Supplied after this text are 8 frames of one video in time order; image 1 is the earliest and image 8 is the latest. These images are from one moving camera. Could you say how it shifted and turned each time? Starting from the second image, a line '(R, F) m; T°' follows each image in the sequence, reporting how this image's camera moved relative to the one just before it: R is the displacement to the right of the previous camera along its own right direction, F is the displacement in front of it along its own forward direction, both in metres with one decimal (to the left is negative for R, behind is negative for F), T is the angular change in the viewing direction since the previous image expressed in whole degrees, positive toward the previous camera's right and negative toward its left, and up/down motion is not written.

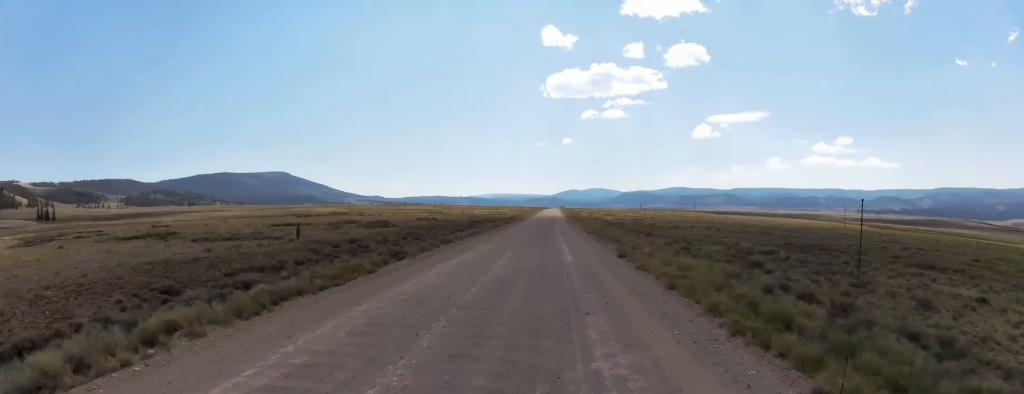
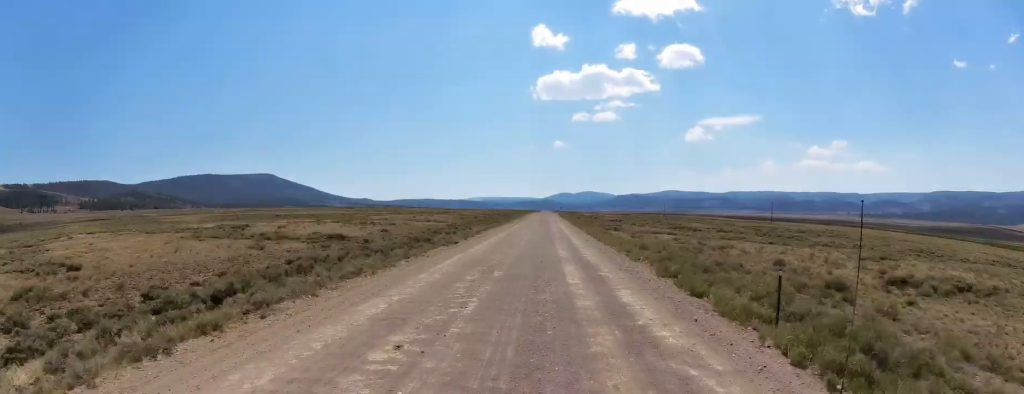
(+0.8, +126.6) m; 0°
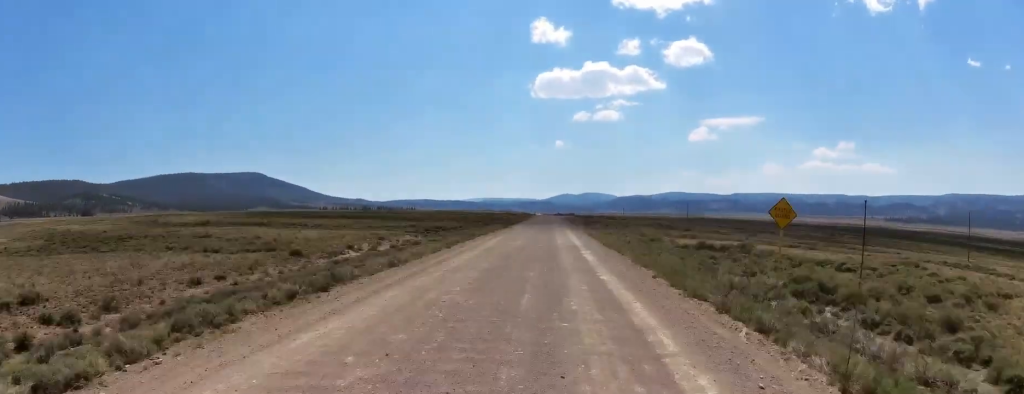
(+1.3, +240.5) m; 0°
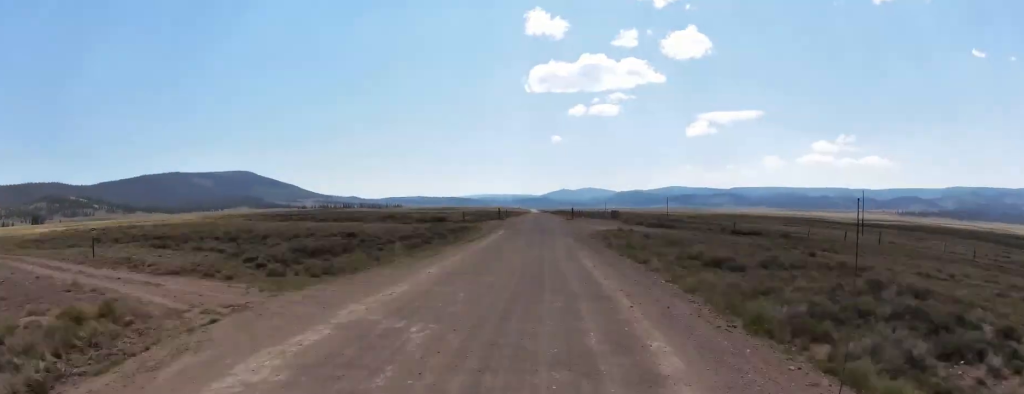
(-0.7, +121.2) m; -1°
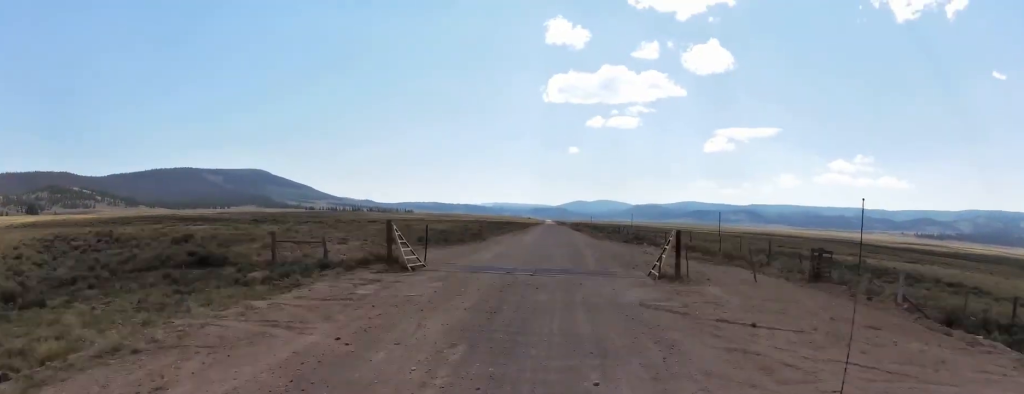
(-0.4, +66.9) m; 0°
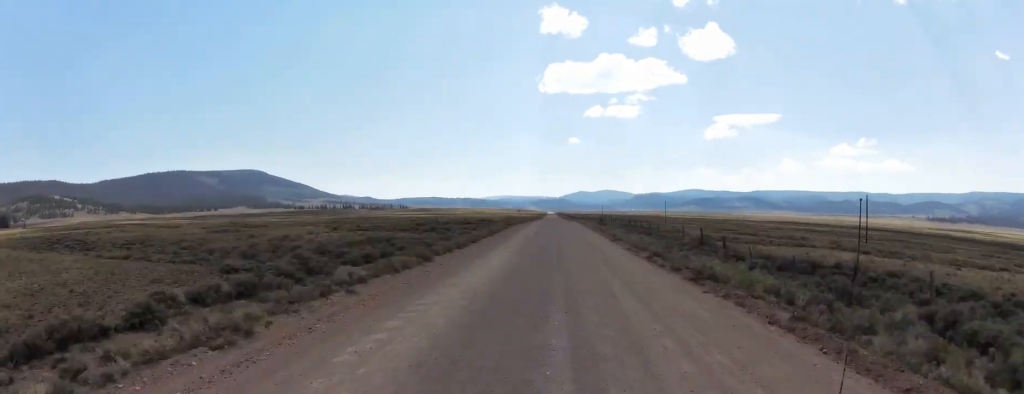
(-0.4, +96.1) m; 0°
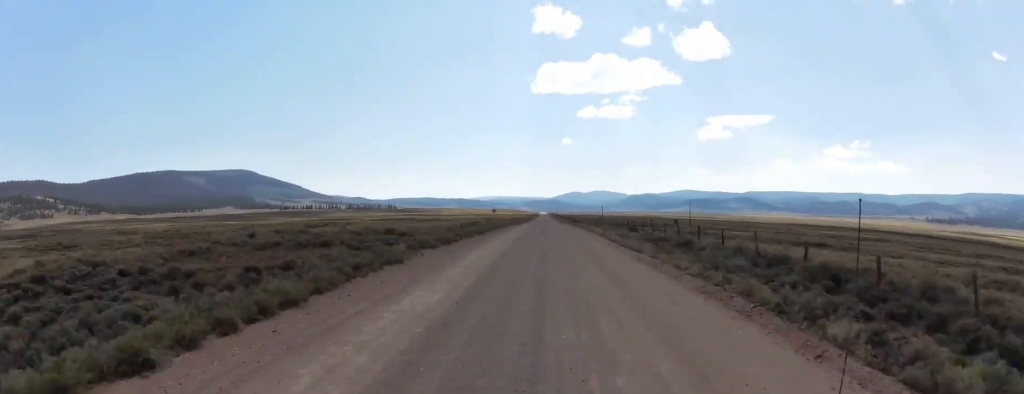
(+0.2, +51.1) m; 0°
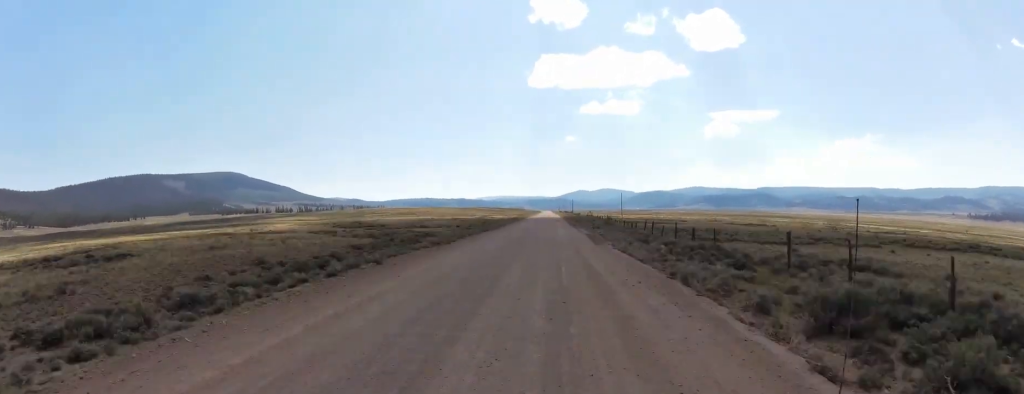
(-0.3, +310.0) m; 0°
